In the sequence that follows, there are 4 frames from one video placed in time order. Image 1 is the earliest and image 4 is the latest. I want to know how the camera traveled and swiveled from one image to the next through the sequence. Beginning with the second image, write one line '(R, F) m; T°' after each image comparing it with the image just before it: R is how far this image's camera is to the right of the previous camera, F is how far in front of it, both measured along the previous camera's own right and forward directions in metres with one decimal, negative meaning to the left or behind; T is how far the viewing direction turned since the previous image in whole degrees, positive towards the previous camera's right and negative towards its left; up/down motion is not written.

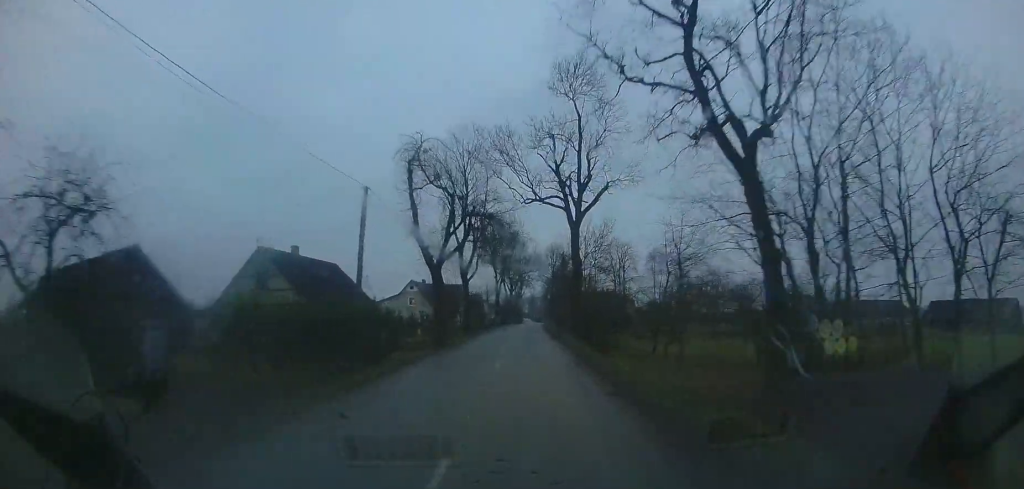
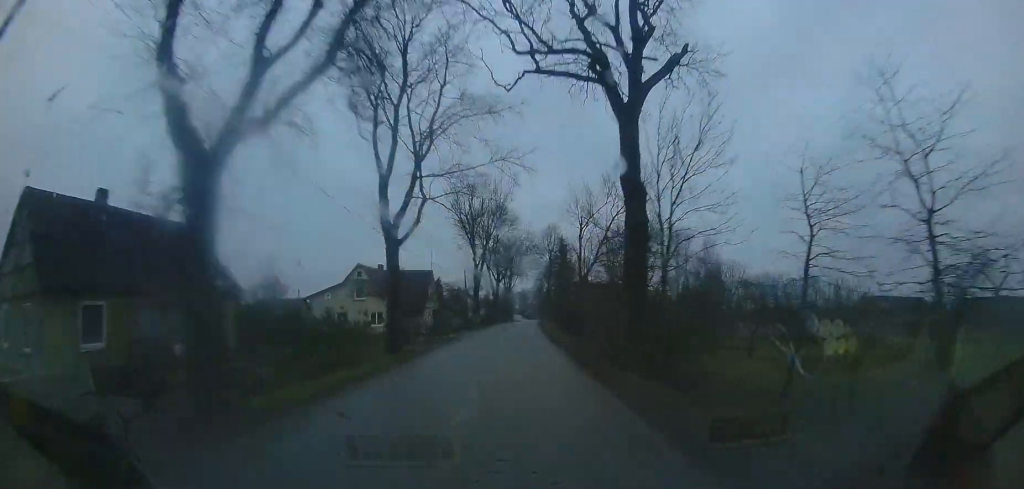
(0.0, +13.3) m; +1°
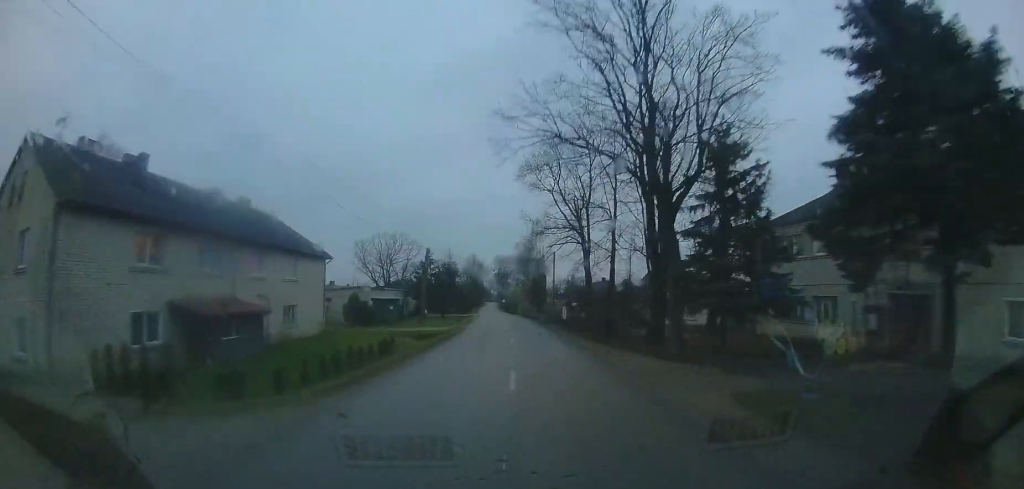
(+1.7, +81.9) m; +4°
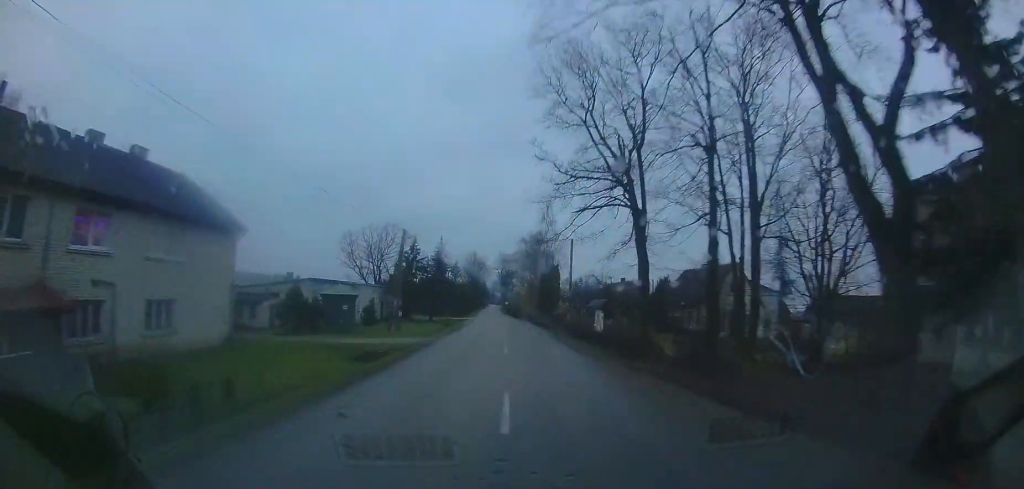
(+0.2, +10.3) m; 0°
